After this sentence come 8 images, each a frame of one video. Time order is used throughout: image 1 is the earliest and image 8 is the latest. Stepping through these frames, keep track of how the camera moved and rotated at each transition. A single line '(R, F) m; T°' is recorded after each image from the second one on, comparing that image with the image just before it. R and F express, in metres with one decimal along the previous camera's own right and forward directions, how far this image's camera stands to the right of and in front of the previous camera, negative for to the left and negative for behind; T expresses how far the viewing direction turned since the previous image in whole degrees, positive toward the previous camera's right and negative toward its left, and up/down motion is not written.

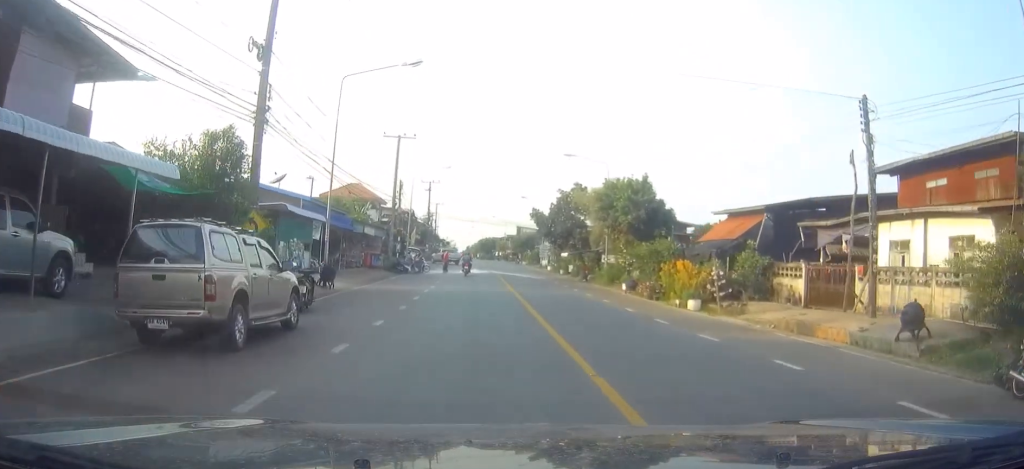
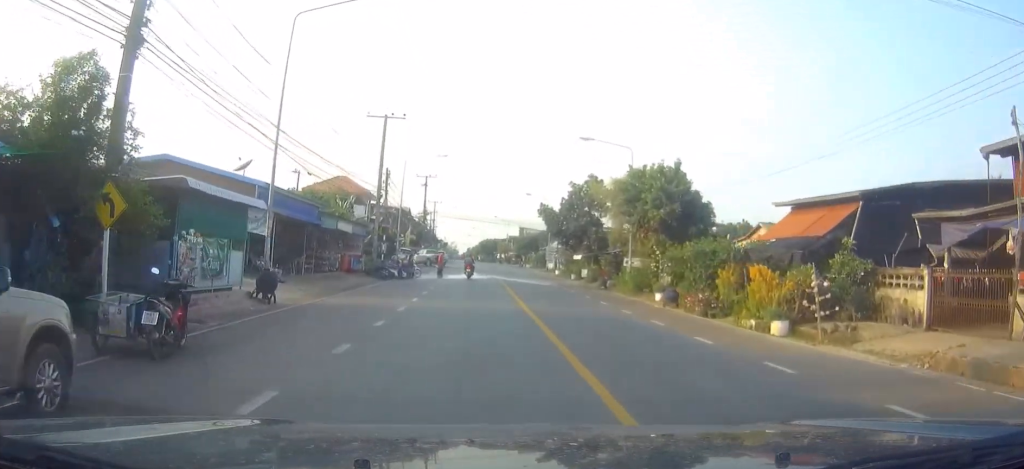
(0.0, +7.6) m; 0°
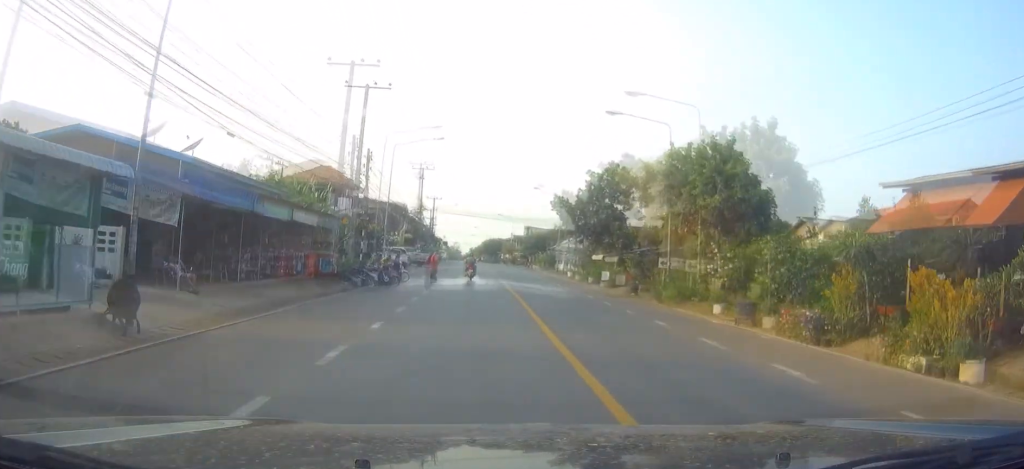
(0.0, +8.7) m; 0°
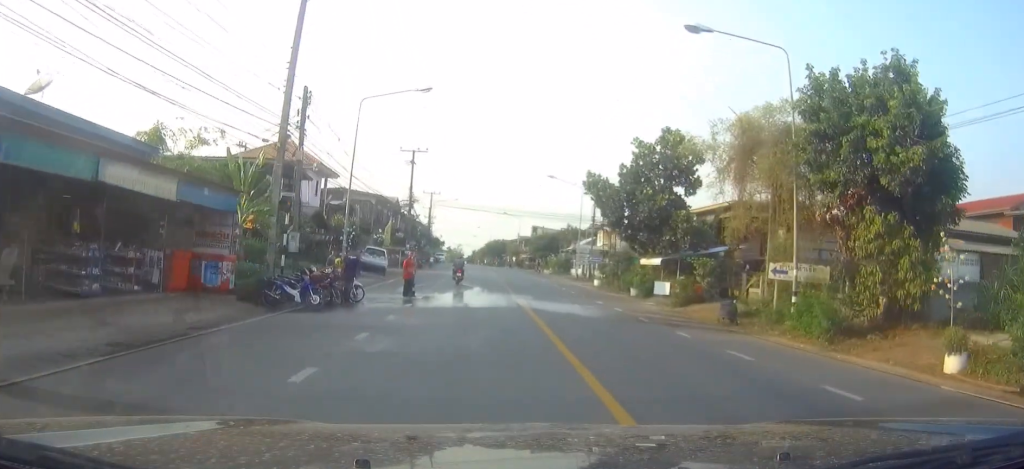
(0.0, +9.4) m; -1°
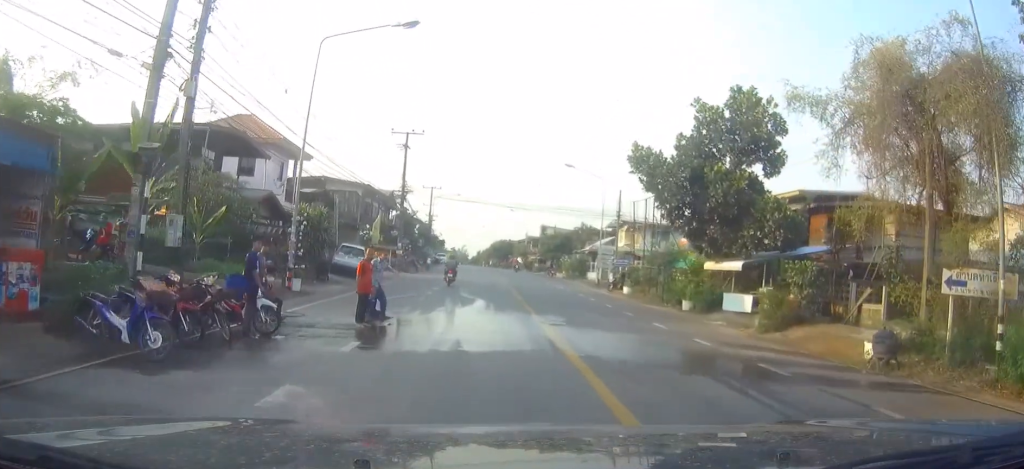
(-0.2, +9.9) m; -2°
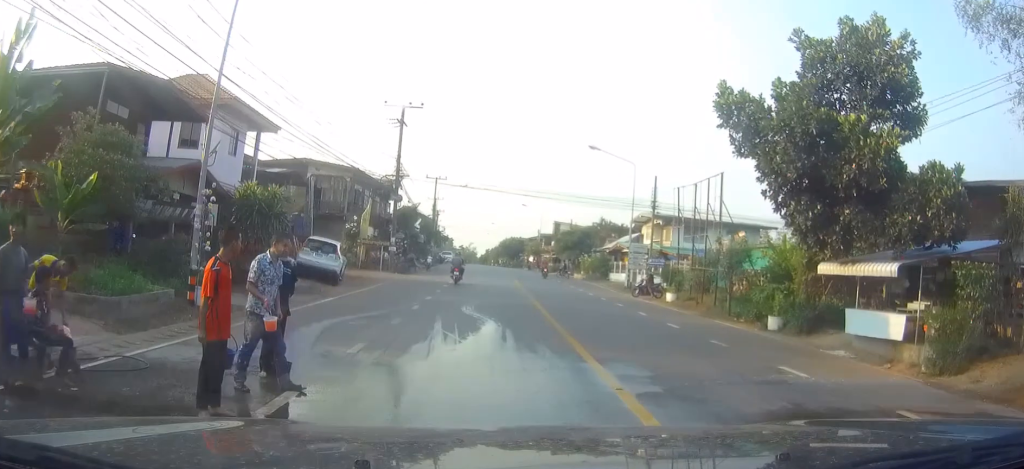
(-0.1, +8.9) m; -1°
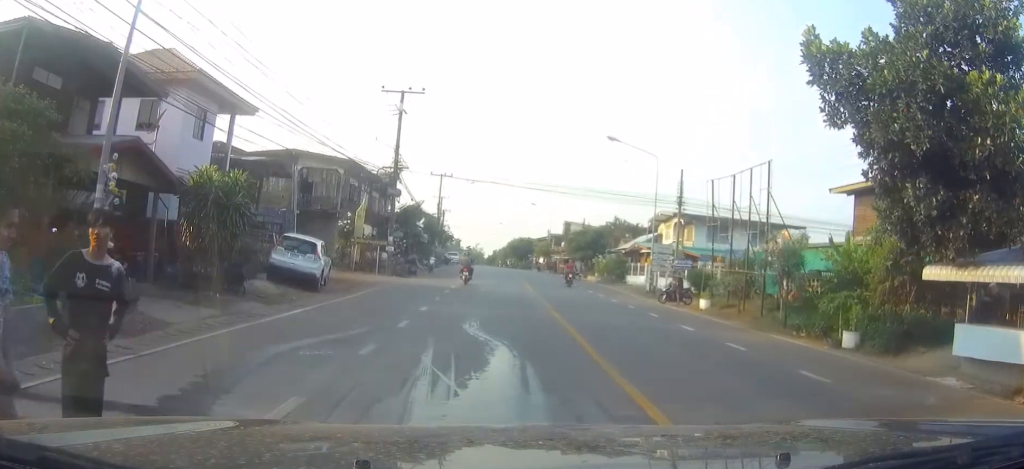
(0.0, +4.9) m; 0°
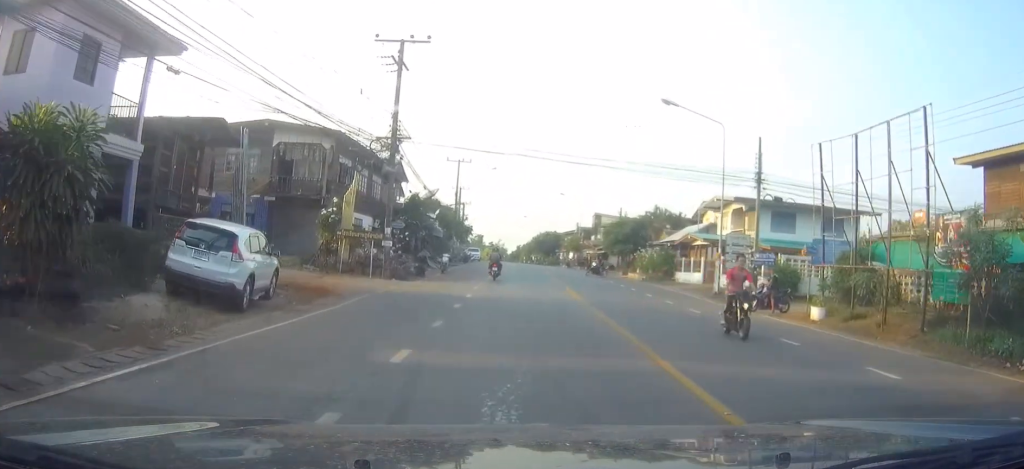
(0.0, +9.0) m; 0°
